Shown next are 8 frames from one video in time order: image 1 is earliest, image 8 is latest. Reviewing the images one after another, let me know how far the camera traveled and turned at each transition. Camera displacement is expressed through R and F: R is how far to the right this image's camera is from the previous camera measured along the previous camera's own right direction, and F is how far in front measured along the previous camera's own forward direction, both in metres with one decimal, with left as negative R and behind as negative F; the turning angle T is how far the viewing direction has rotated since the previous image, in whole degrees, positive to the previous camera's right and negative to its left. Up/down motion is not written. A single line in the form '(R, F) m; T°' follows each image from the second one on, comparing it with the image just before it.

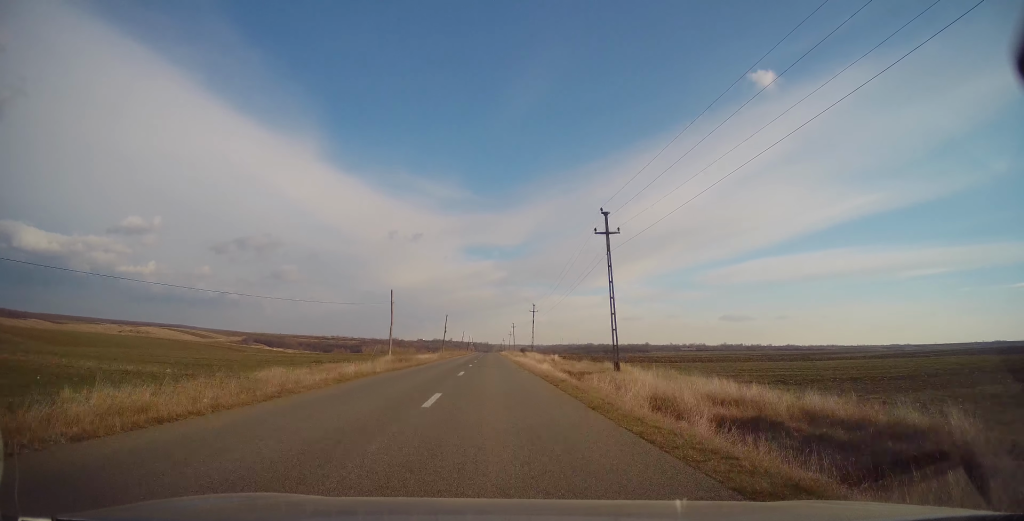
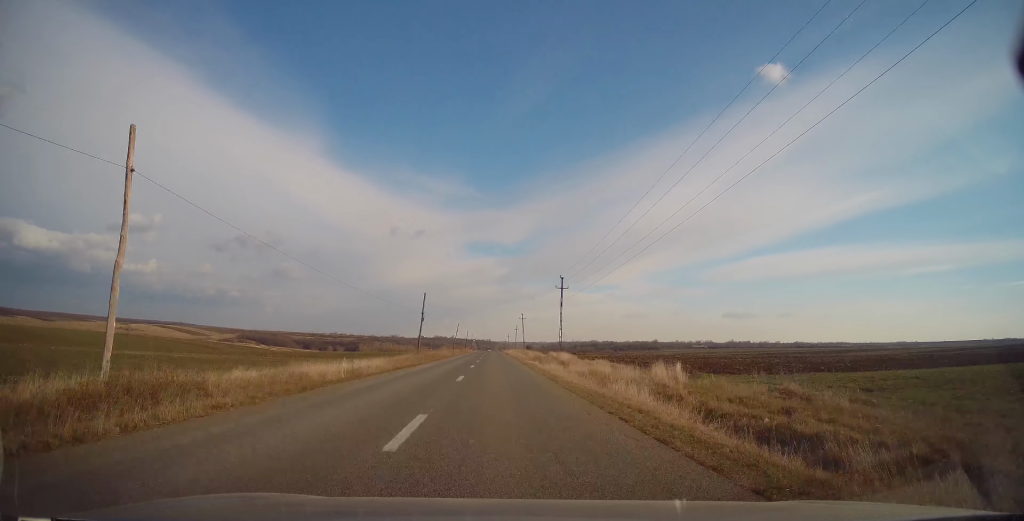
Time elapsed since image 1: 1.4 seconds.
(0.0, +38.3) m; 0°
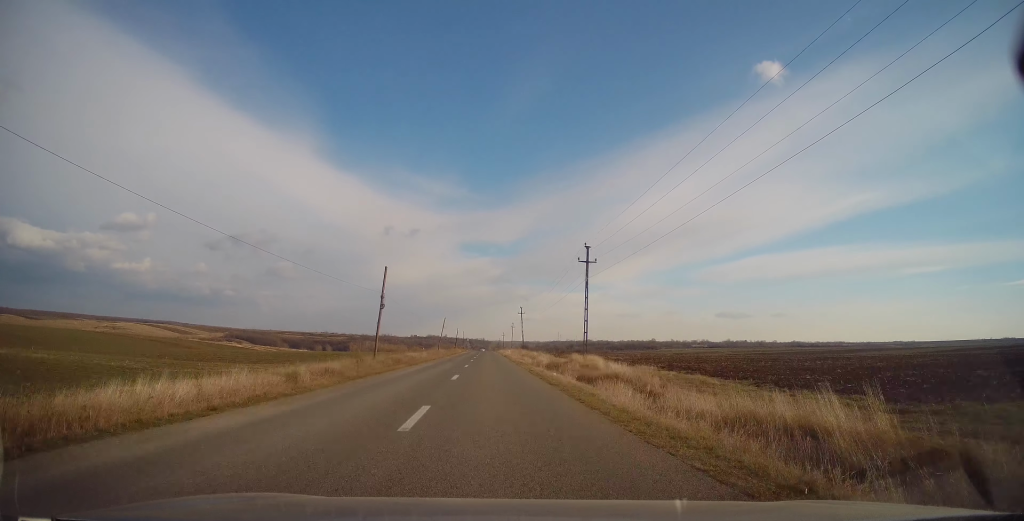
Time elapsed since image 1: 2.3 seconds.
(+0.1, +21.4) m; 0°
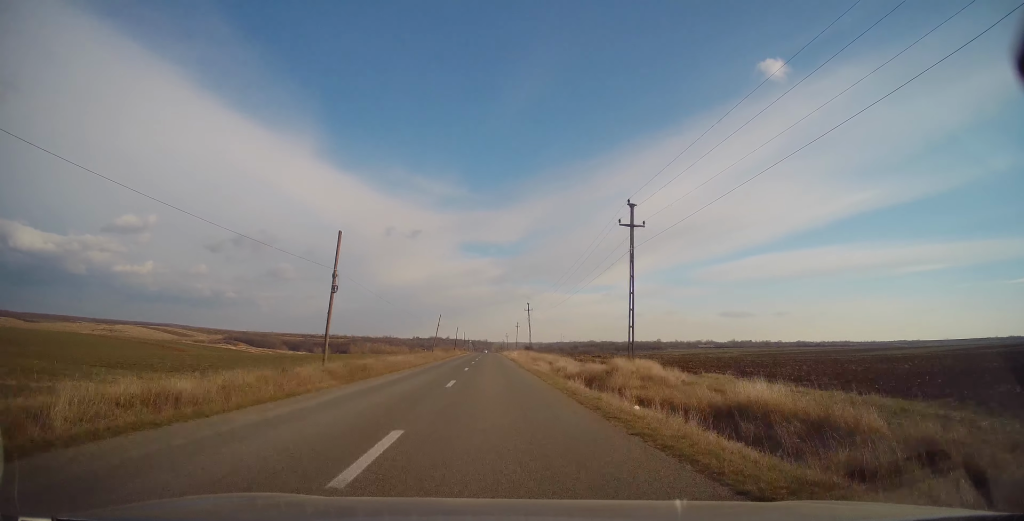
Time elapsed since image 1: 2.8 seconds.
(+0.1, +14.3) m; 0°
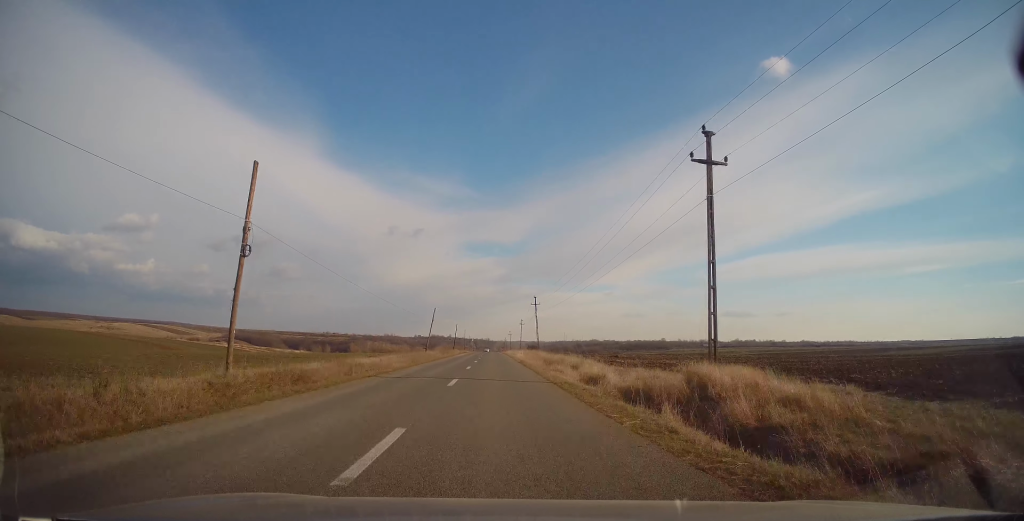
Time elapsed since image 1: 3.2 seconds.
(-0.1, +11.4) m; 0°
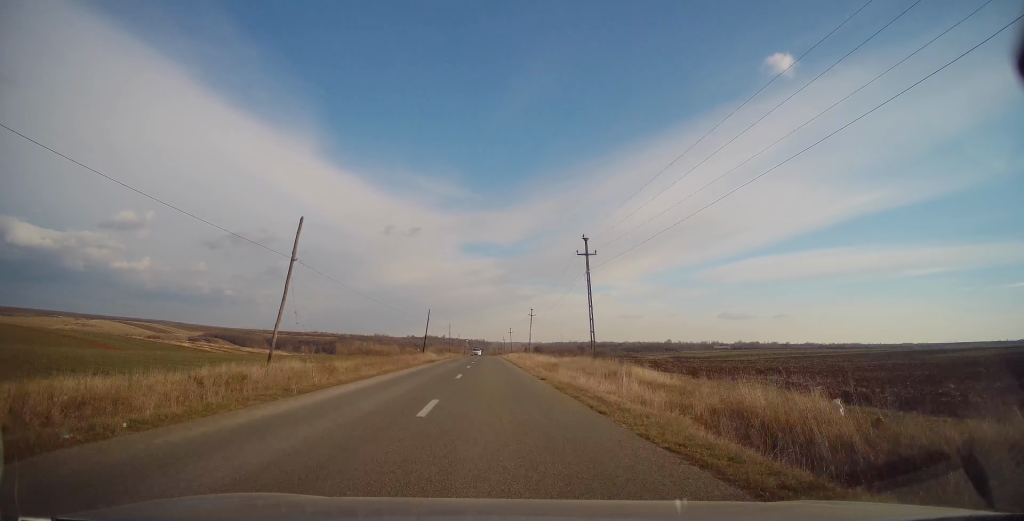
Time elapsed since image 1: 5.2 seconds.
(-0.1, +52.1) m; 0°
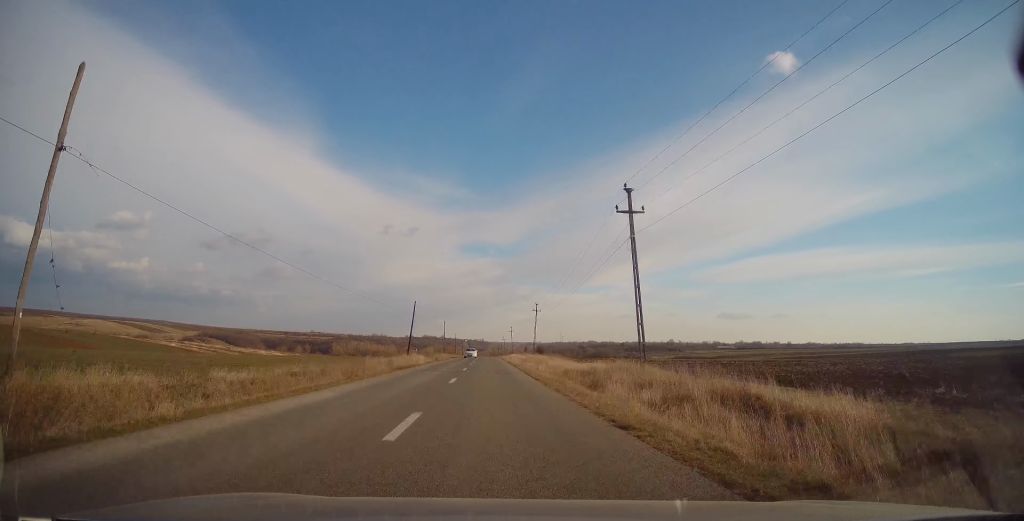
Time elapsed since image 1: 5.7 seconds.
(-0.3, +13.6) m; 0°
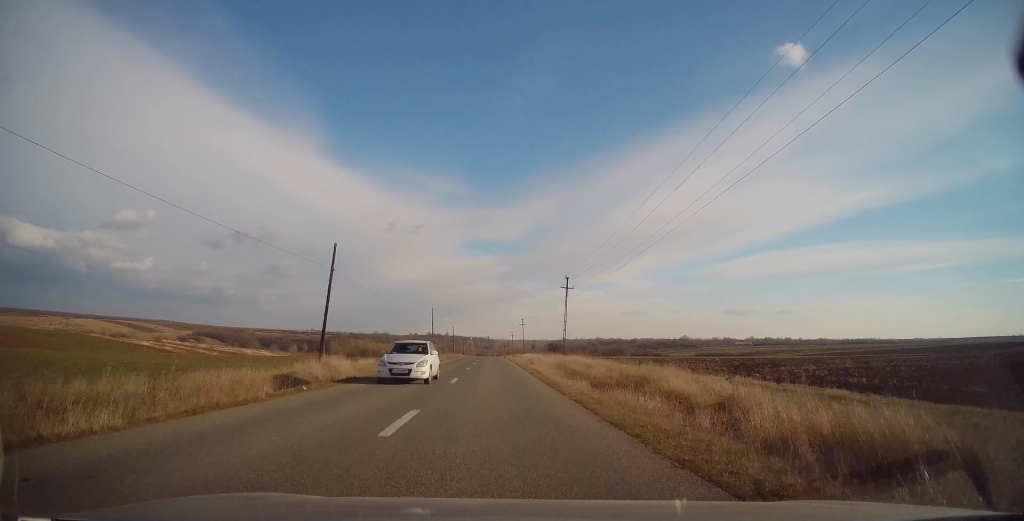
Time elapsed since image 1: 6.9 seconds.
(+0.4, +34.0) m; +1°
